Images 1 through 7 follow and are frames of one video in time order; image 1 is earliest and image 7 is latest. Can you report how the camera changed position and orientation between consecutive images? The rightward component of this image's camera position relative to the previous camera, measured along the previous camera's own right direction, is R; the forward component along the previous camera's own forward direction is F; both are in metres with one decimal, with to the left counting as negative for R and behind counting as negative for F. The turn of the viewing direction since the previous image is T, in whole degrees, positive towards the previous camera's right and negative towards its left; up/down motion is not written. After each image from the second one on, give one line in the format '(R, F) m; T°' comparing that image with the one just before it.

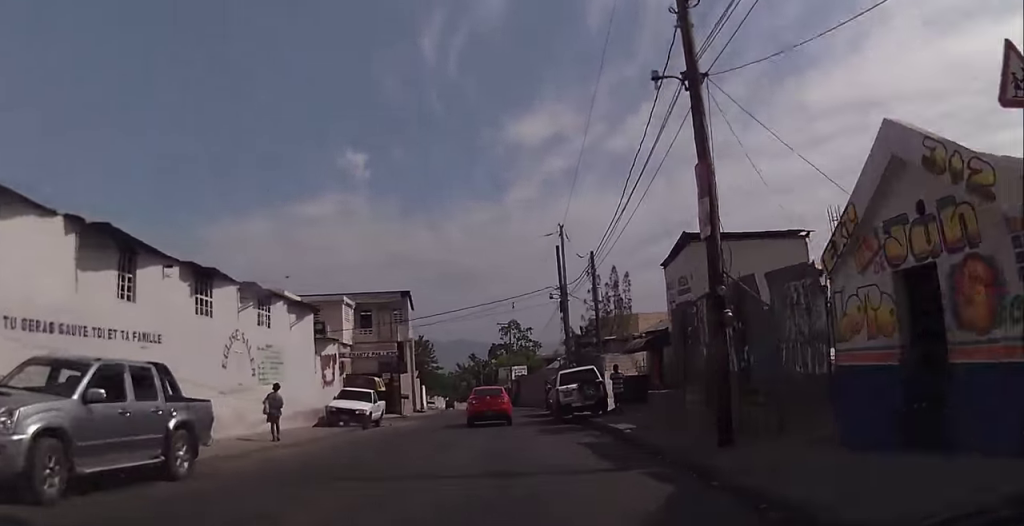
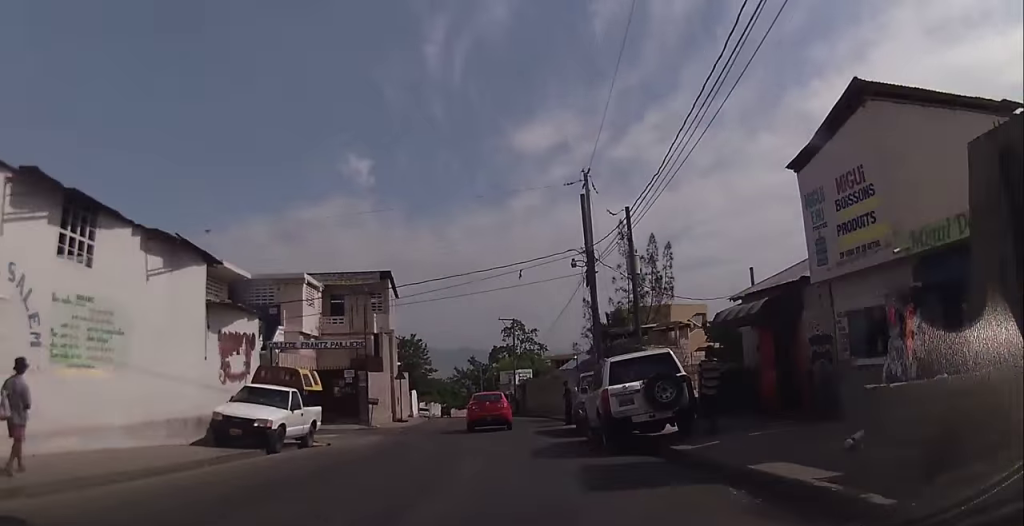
(-0.1, +10.9) m; -2°
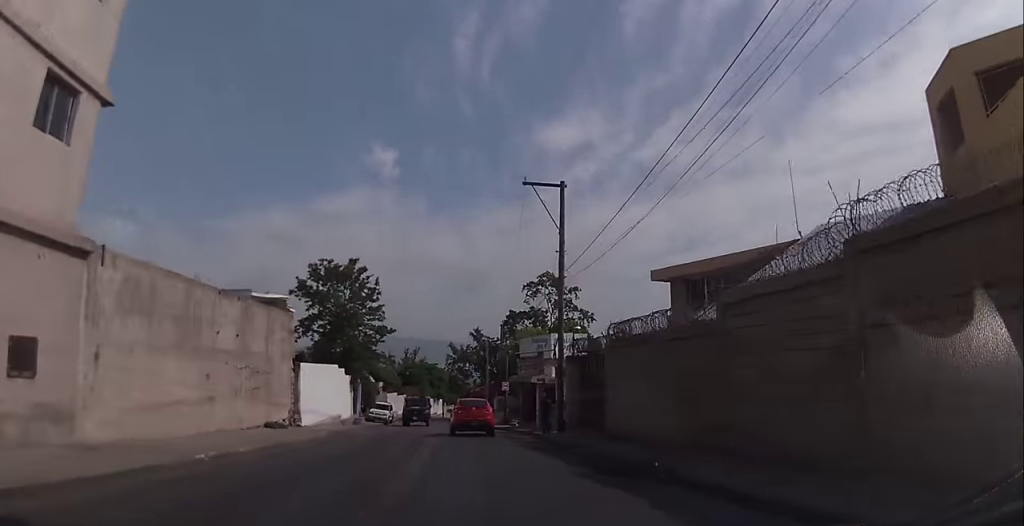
(-1.7, +42.0) m; -2°
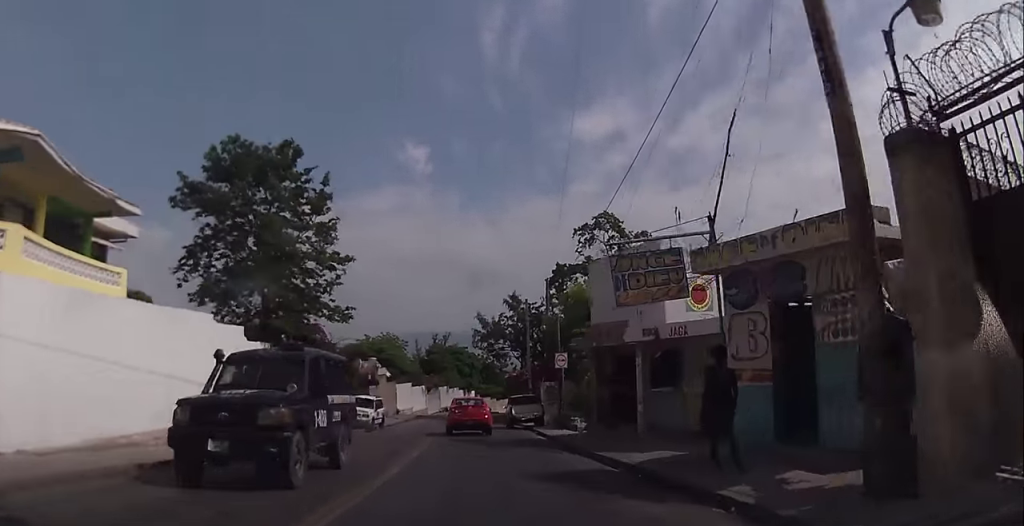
(-0.2, +20.1) m; -3°
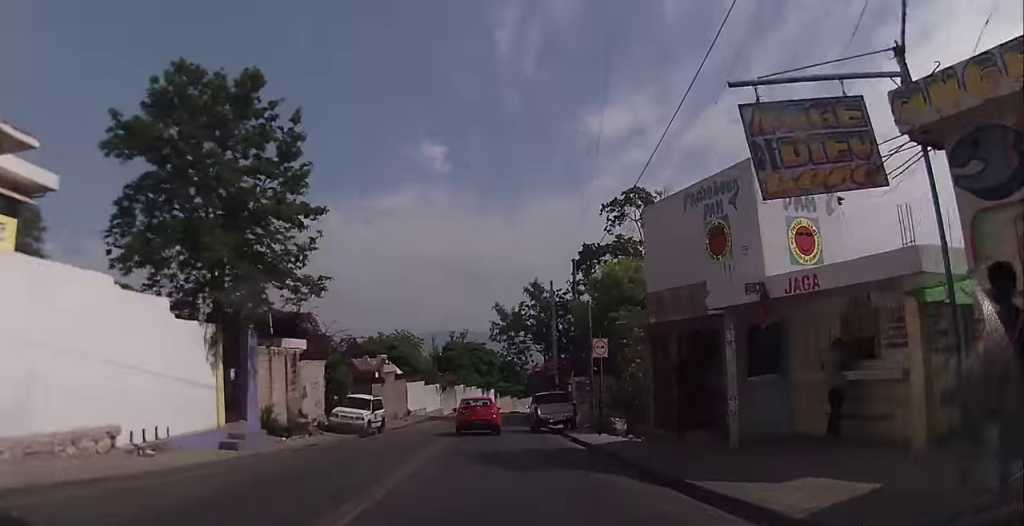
(-0.2, +5.8) m; -2°
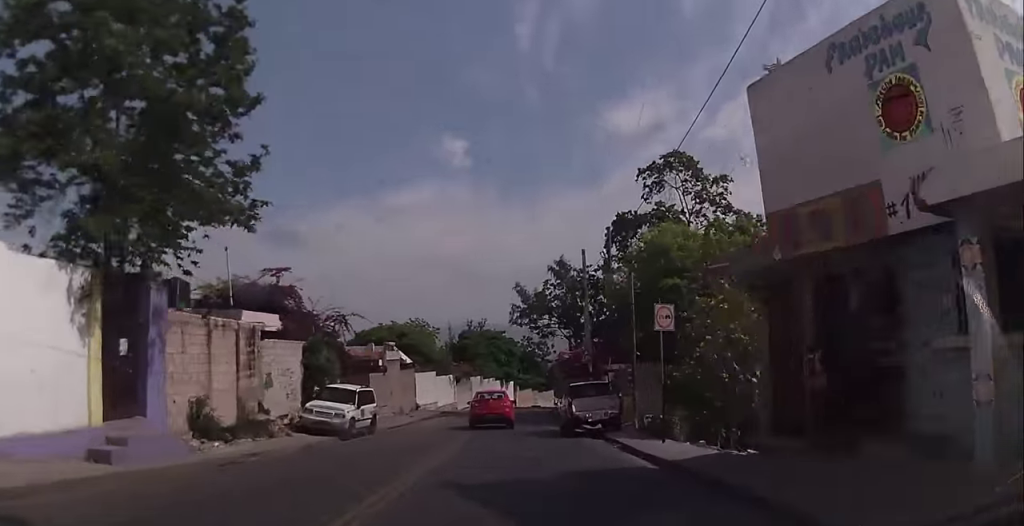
(-0.1, +6.2) m; -1°
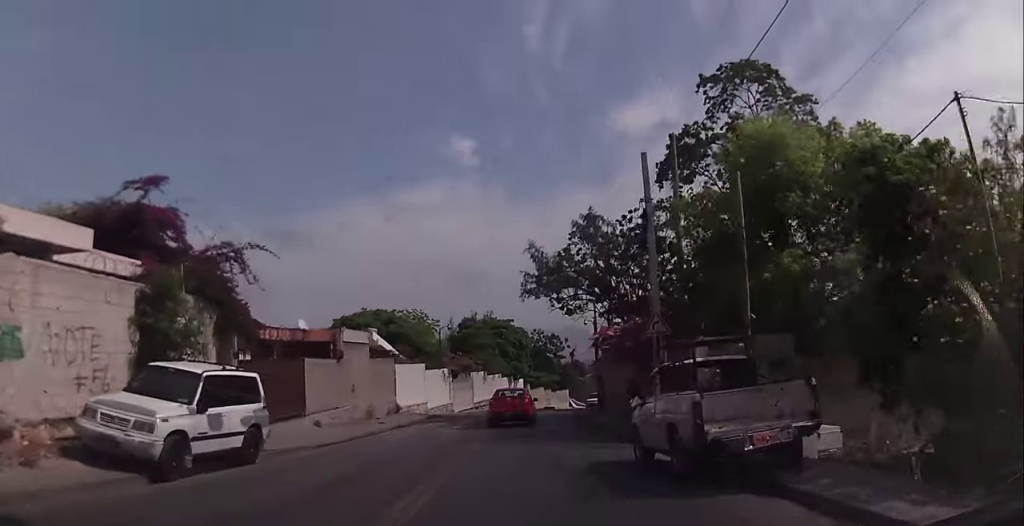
(-0.1, +11.8) m; 0°
